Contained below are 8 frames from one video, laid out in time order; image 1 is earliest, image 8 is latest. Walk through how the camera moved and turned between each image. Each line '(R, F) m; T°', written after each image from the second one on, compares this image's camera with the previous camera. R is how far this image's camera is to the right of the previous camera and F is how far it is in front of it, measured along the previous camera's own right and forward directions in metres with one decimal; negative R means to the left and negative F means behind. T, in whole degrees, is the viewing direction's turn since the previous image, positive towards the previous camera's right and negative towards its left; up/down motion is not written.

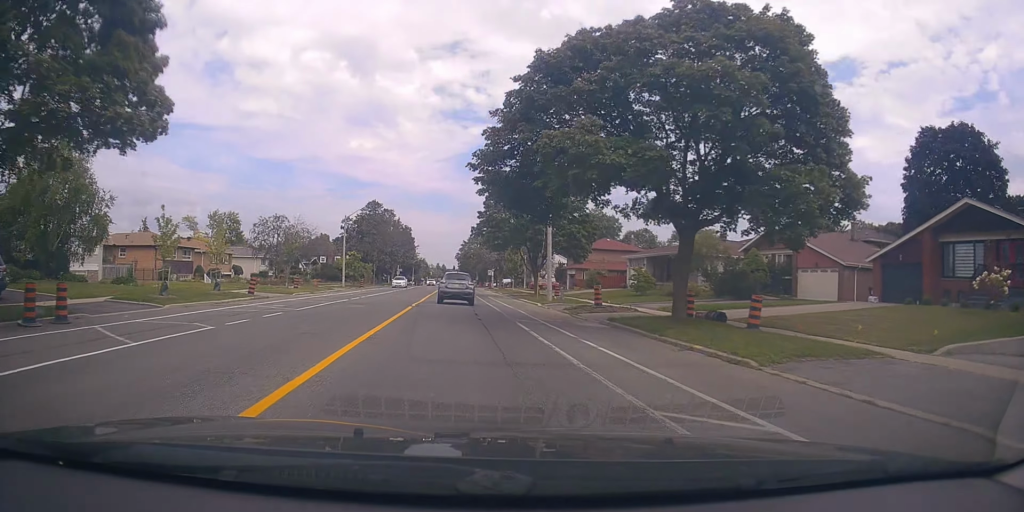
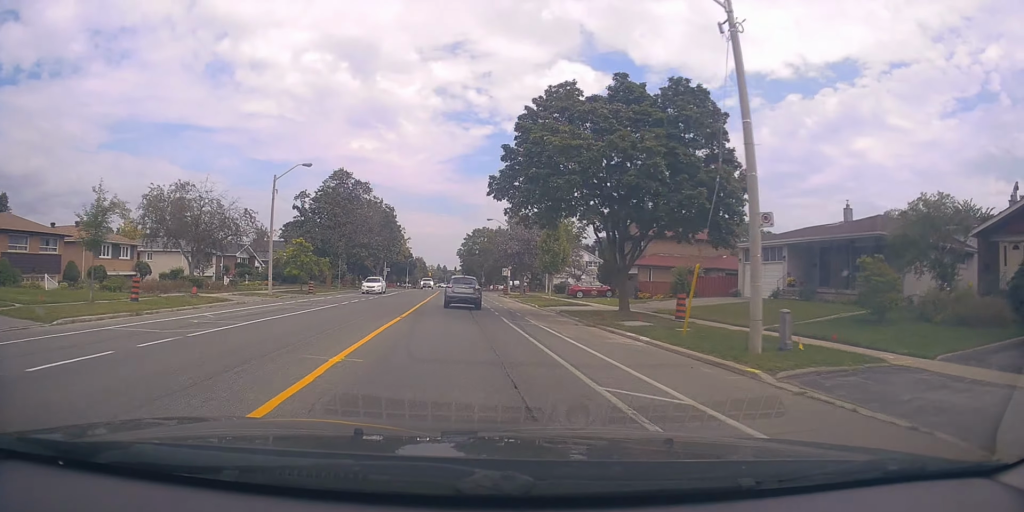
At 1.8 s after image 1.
(0.0, +24.2) m; 0°
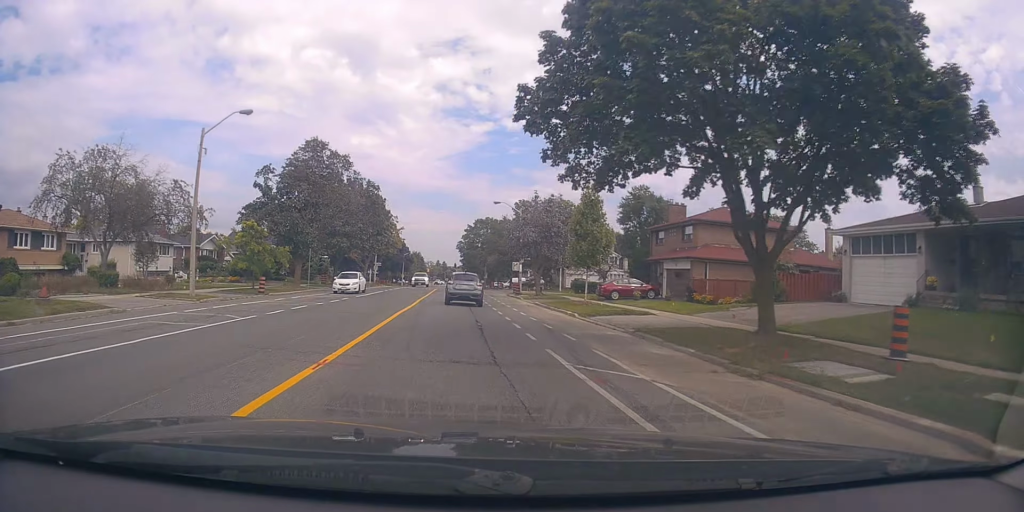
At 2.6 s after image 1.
(+0.1, +11.0) m; 0°
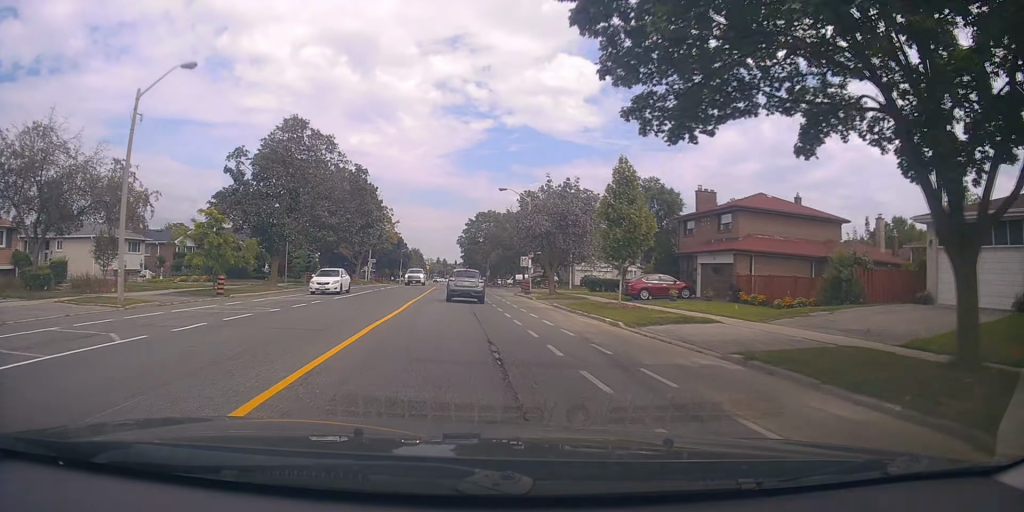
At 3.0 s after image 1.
(-0.2, +6.0) m; 0°
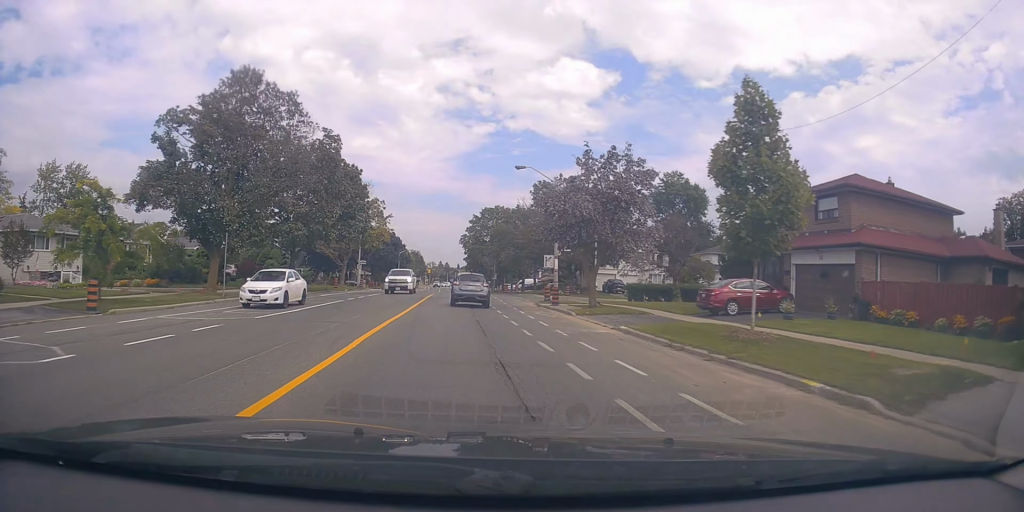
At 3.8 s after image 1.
(+0.1, +10.7) m; -1°
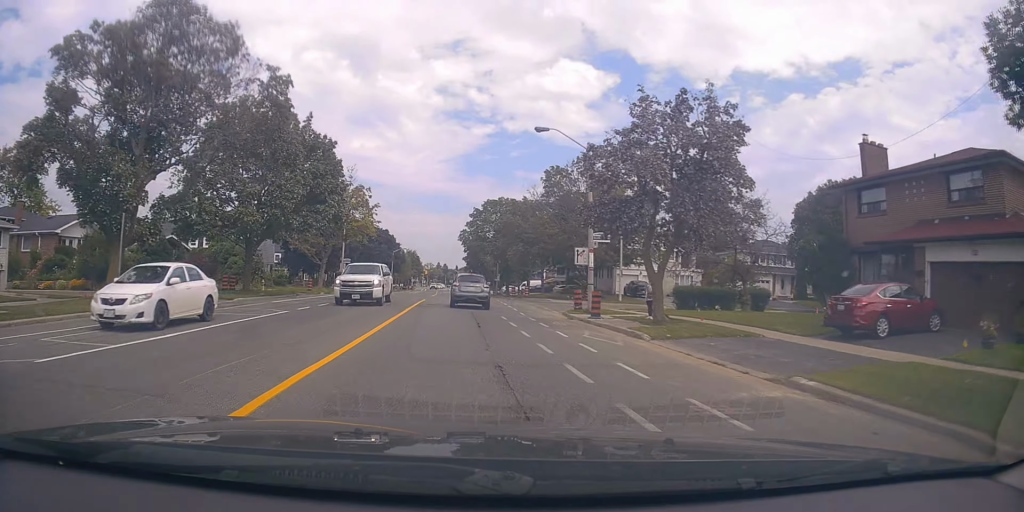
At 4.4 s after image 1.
(+0.3, +9.3) m; -1°
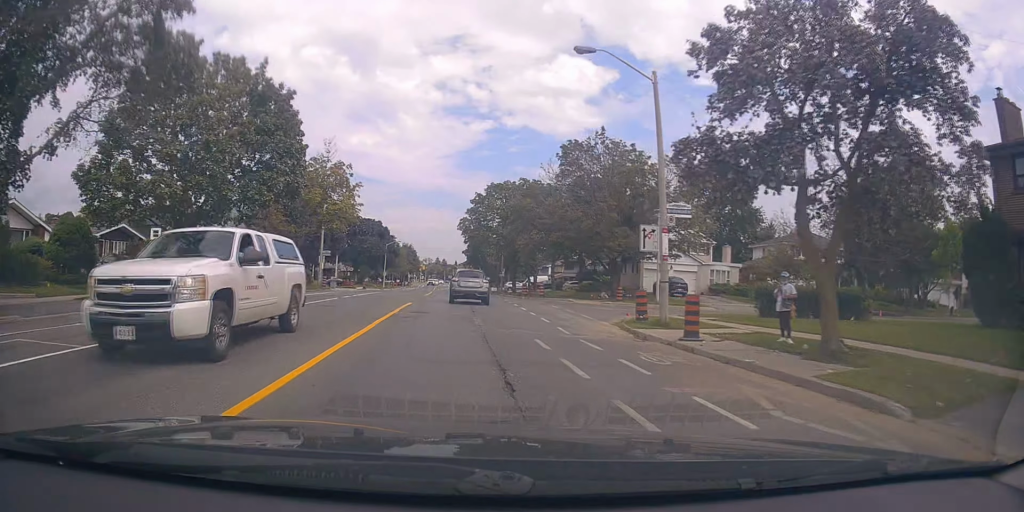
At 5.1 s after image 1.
(-0.8, +9.2) m; 0°
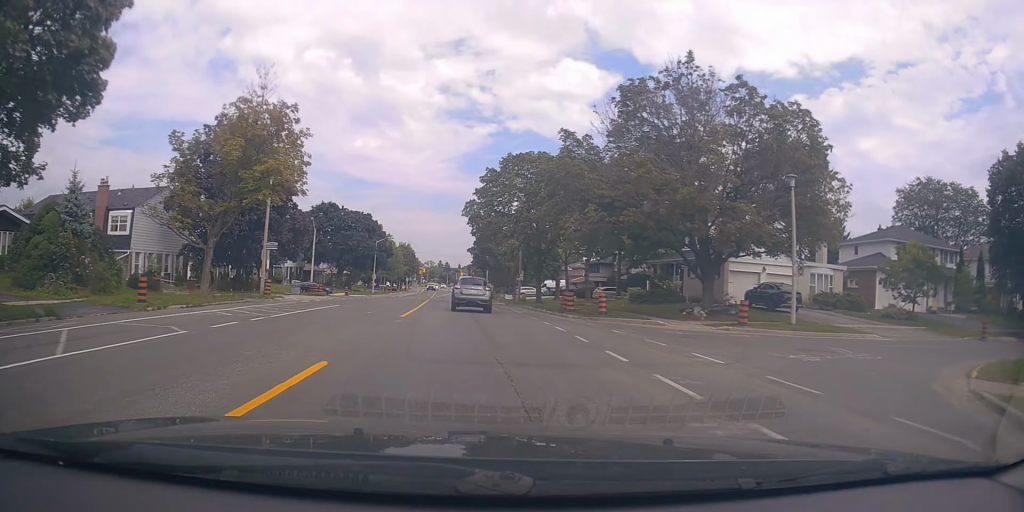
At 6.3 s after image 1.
(+0.8, +16.3) m; +3°
